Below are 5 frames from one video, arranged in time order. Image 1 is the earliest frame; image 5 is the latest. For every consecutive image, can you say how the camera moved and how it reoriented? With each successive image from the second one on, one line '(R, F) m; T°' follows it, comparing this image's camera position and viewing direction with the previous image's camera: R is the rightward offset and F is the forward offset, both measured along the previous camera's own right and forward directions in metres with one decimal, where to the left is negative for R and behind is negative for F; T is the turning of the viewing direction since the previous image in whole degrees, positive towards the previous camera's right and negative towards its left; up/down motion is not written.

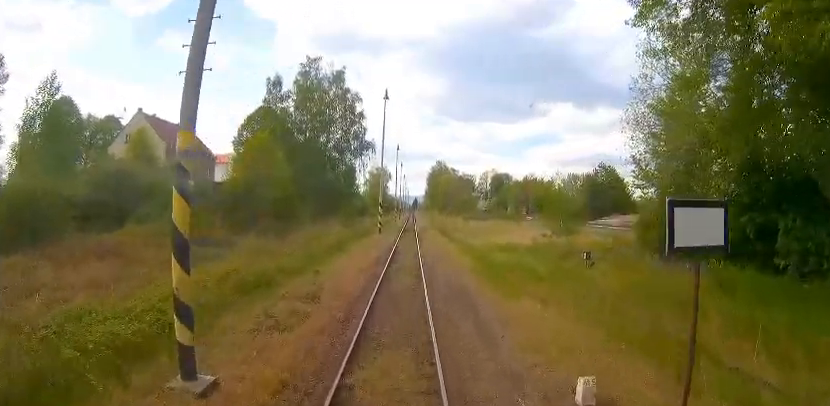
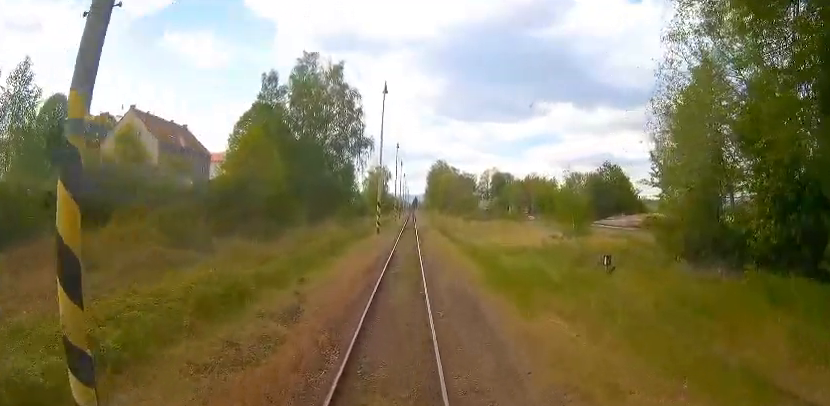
(0.0, +2.1) m; -2°
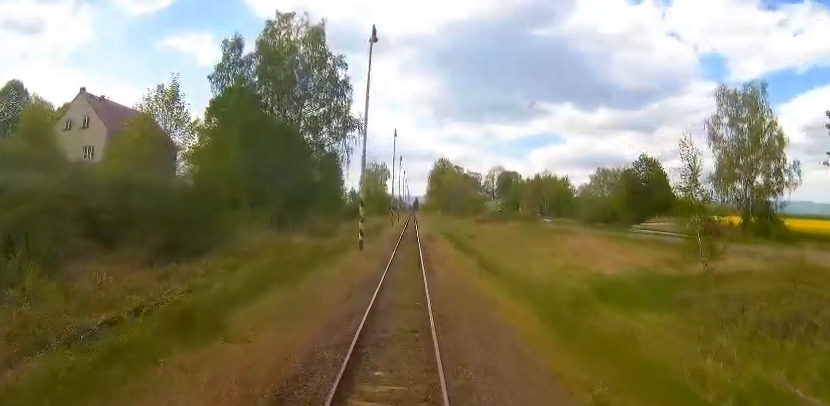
(-0.1, +12.3) m; -4°
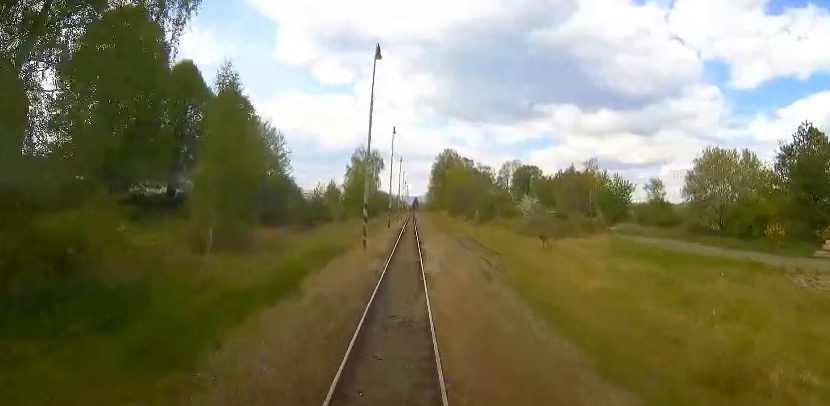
(-0.6, +30.4) m; +1°
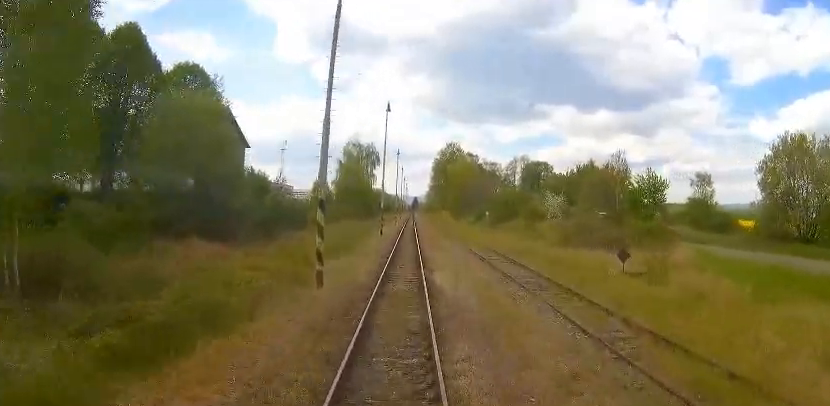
(0.0, +12.3) m; 0°
